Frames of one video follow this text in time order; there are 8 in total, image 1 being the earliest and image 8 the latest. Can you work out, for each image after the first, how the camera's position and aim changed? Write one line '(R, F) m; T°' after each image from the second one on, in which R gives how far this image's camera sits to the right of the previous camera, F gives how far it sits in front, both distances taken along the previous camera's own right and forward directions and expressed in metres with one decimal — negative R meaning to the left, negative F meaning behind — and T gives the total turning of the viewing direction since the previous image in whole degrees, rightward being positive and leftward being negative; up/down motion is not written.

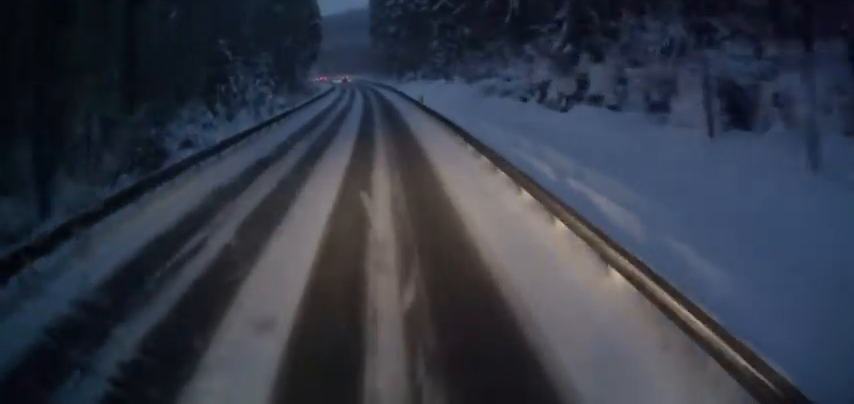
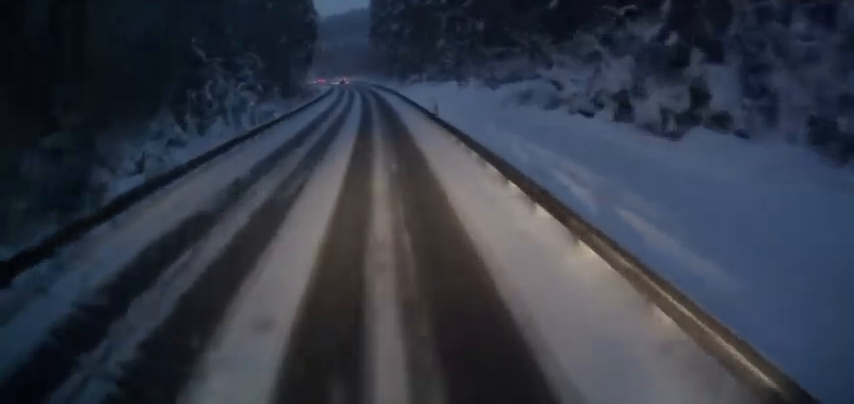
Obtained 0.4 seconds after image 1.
(0.0, +6.9) m; 0°
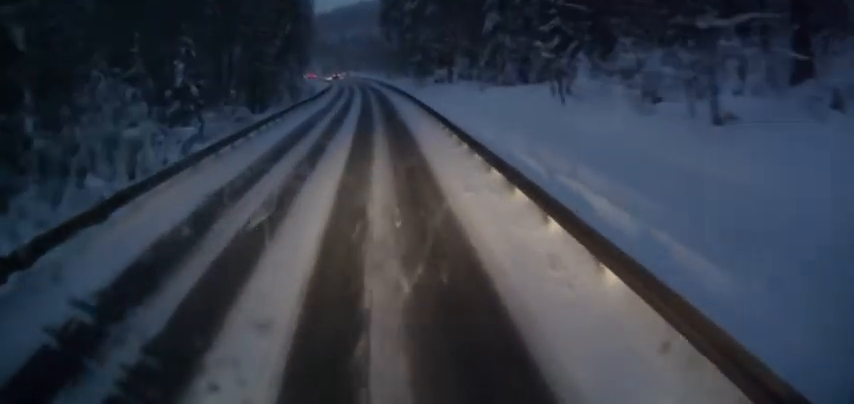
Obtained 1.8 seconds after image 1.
(-0.1, +19.9) m; 0°
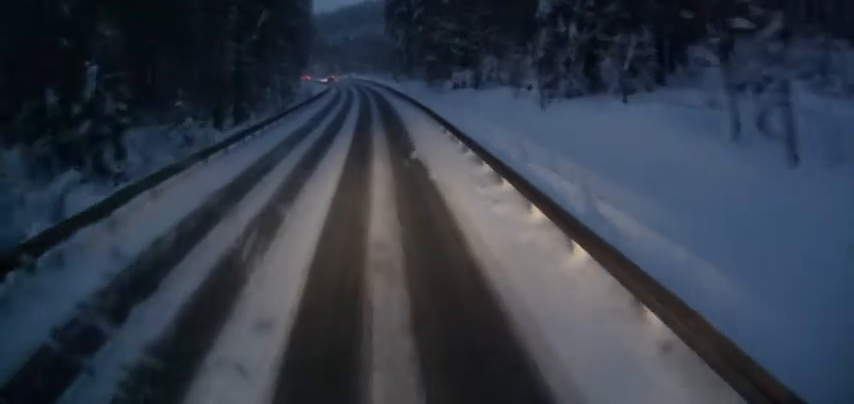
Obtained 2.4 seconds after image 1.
(0.0, +10.4) m; -1°
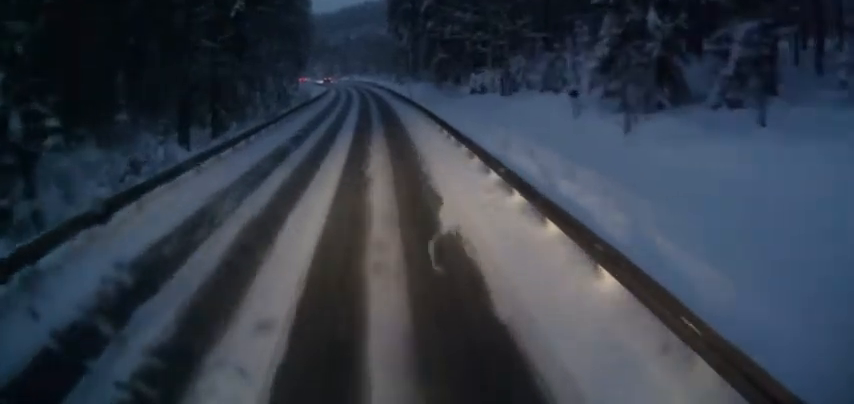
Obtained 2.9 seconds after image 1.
(-0.1, +6.2) m; -1°
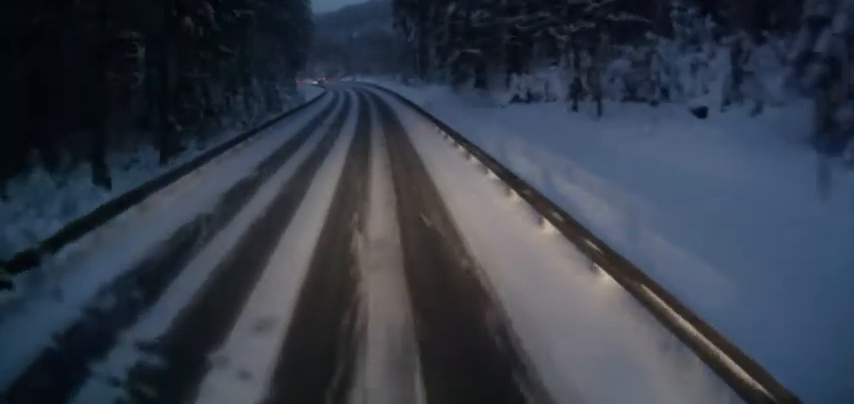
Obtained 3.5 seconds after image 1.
(0.0, +8.7) m; -1°
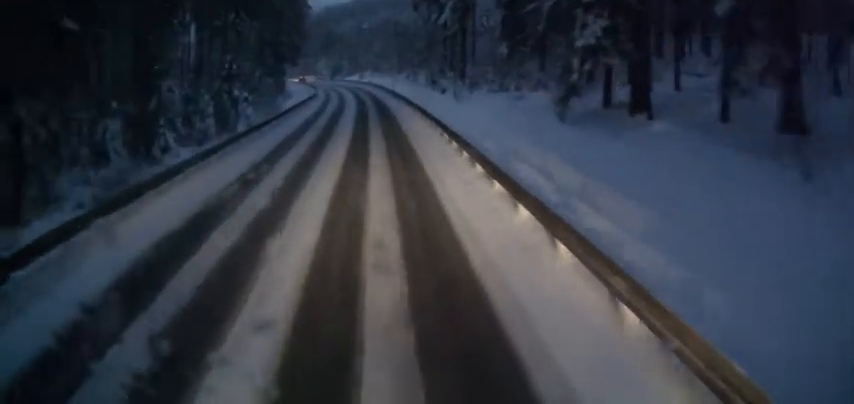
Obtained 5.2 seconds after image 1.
(-0.6, +23.5) m; -2°
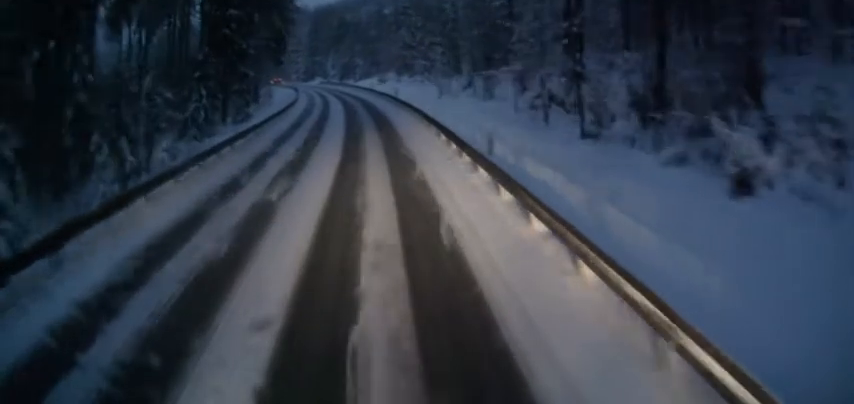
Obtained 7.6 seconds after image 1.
(-0.5, +35.7) m; -1°
